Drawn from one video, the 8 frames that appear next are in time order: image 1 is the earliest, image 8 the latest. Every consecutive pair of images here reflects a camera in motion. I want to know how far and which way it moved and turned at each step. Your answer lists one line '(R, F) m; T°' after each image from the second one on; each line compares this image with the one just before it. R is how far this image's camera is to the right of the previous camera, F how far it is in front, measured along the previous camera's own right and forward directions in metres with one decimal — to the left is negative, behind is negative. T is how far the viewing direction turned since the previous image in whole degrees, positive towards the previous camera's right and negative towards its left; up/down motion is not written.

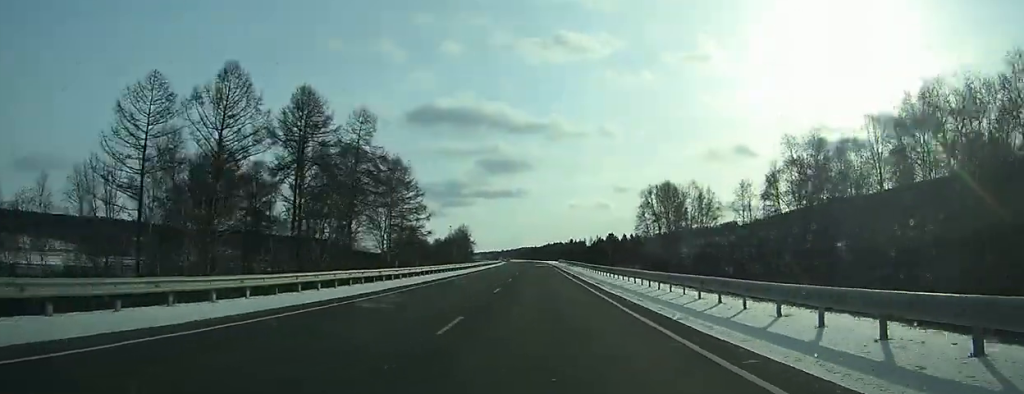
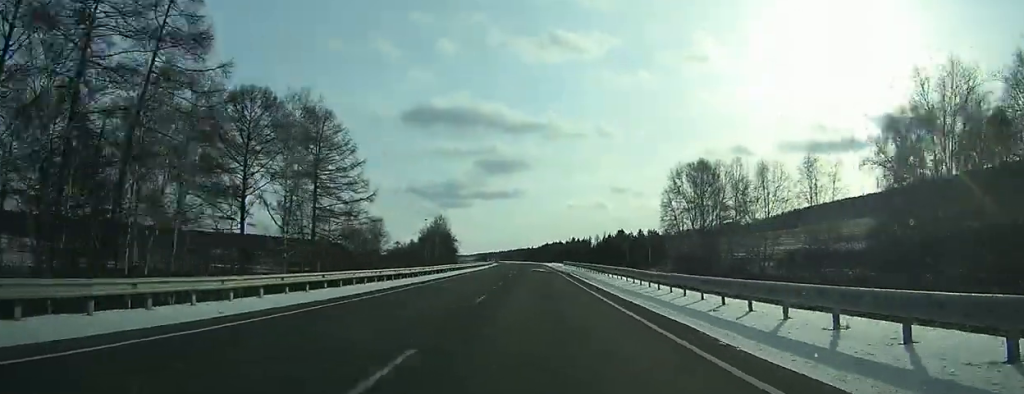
(+0.1, +28.5) m; 0°
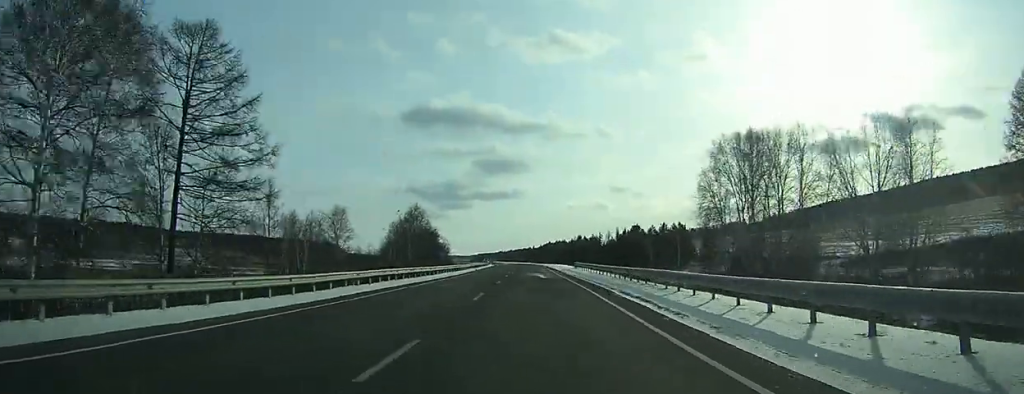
(-0.1, +22.0) m; 0°
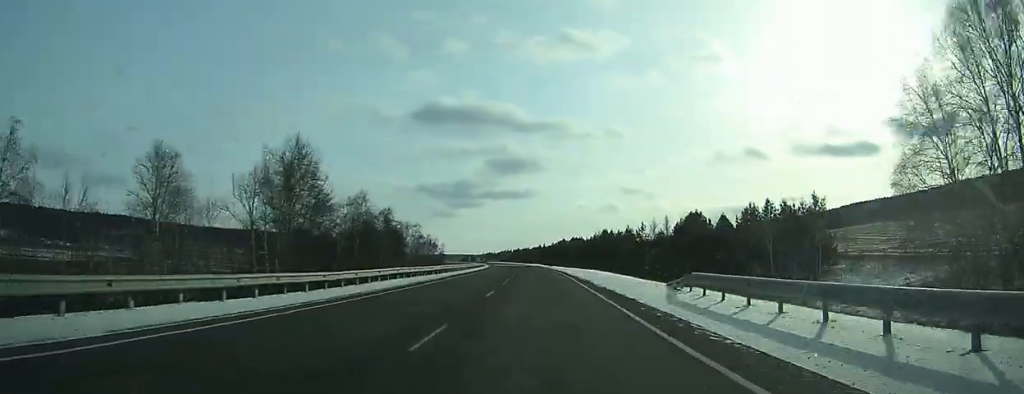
(-0.3, +43.9) m; -1°
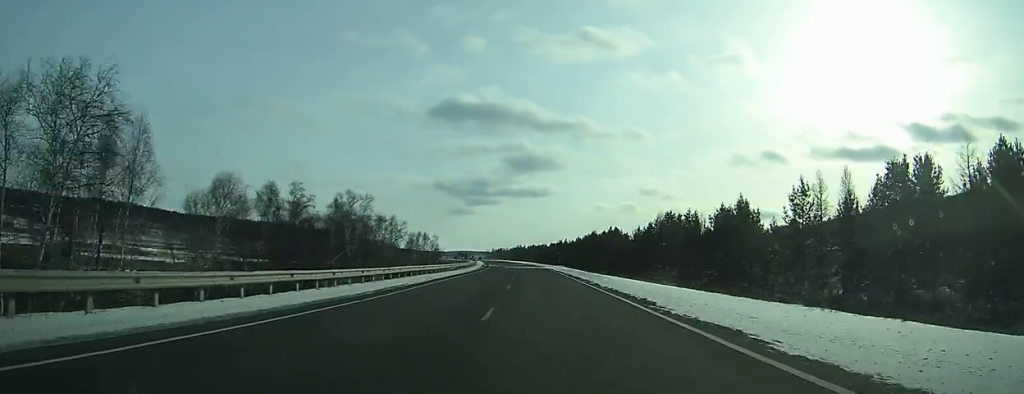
(-0.7, +55.0) m; -1°
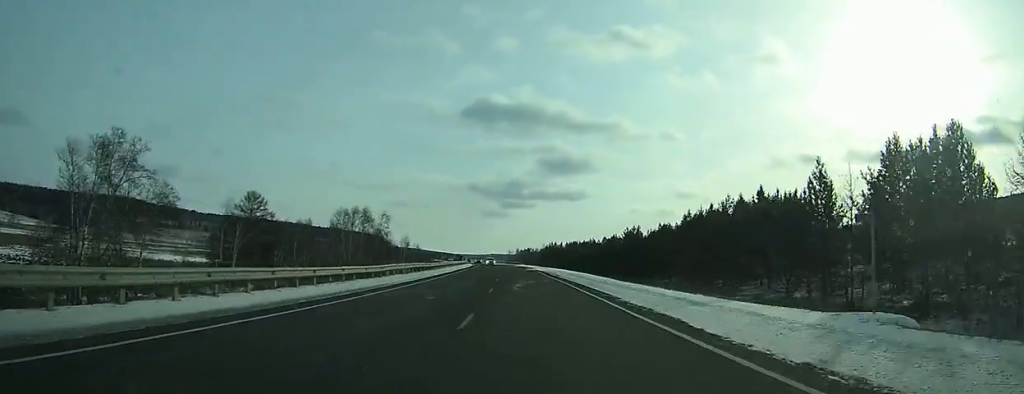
(-2.8, +99.8) m; -4°
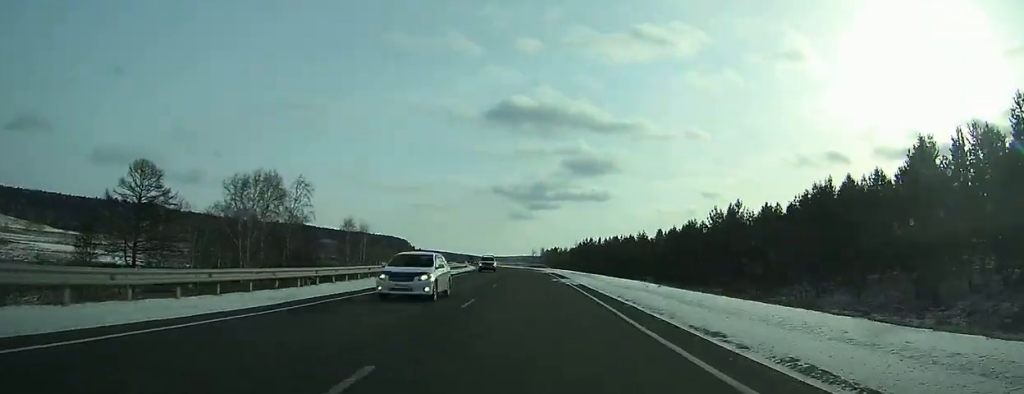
(-0.7, +42.8) m; -2°
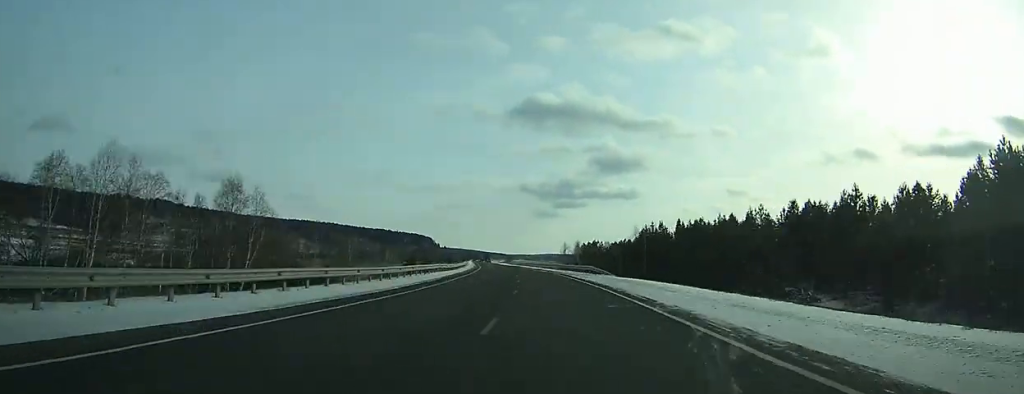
(-1.0, +51.2) m; -2°
